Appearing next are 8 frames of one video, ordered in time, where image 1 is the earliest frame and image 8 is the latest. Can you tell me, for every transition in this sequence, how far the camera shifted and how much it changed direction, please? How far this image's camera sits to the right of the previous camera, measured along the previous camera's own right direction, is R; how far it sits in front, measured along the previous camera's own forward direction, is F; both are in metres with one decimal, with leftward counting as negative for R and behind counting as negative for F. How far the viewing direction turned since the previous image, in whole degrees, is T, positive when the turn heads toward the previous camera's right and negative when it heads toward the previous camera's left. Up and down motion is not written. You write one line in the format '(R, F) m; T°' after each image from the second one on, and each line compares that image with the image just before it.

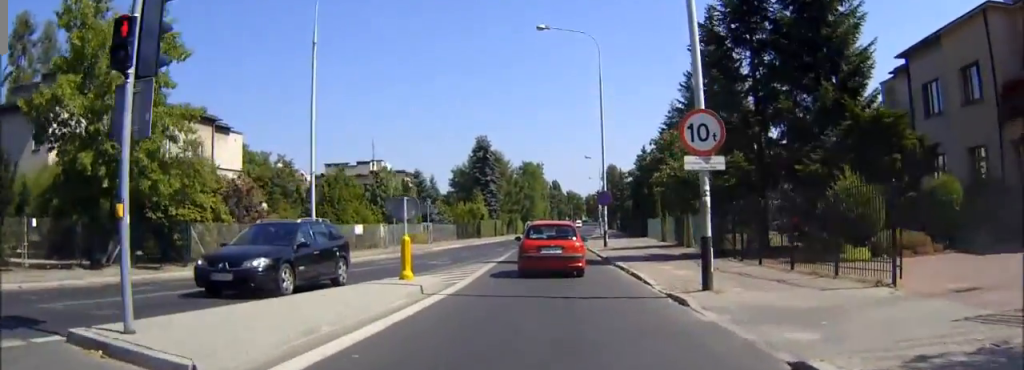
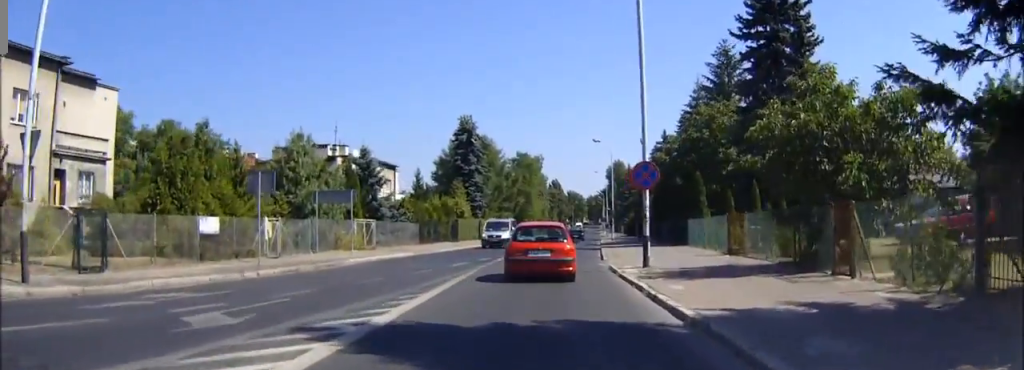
(-0.1, +18.8) m; 0°
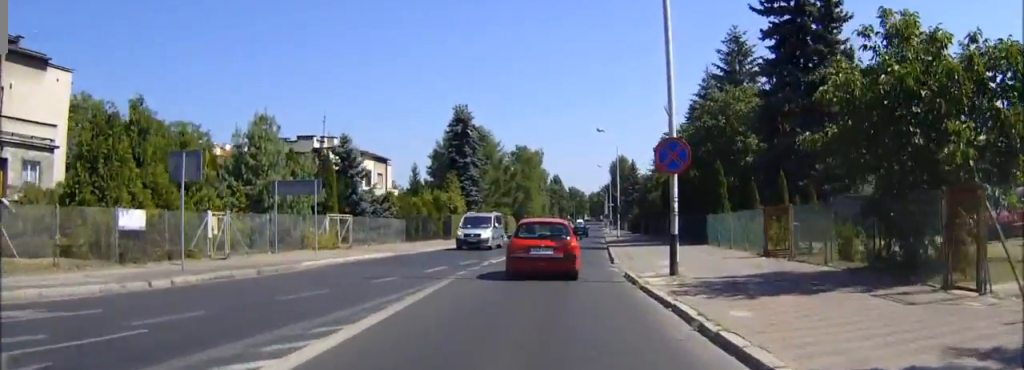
(0.0, +5.0) m; 0°
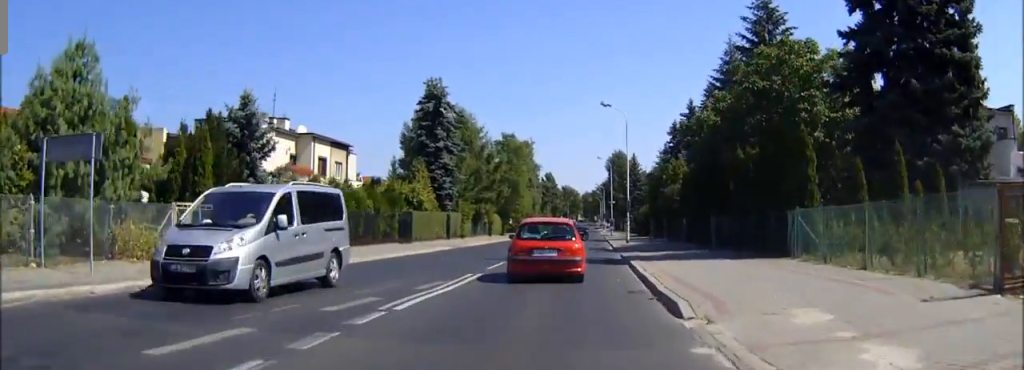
(+0.1, +13.9) m; +1°
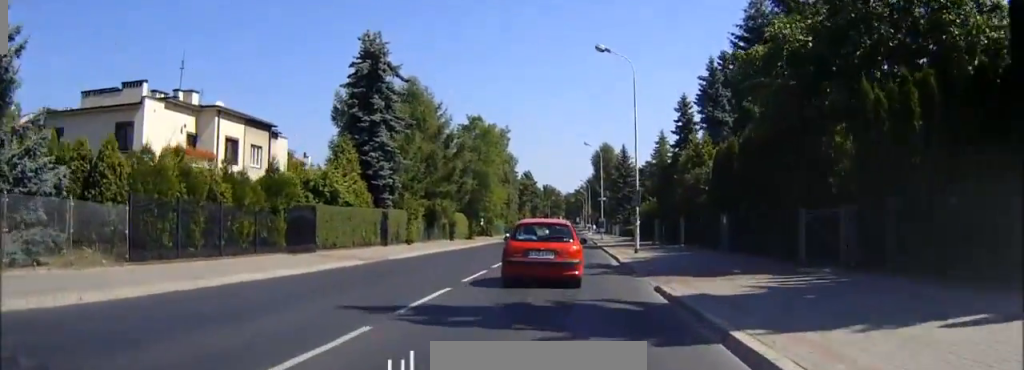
(+0.1, +16.0) m; +1°
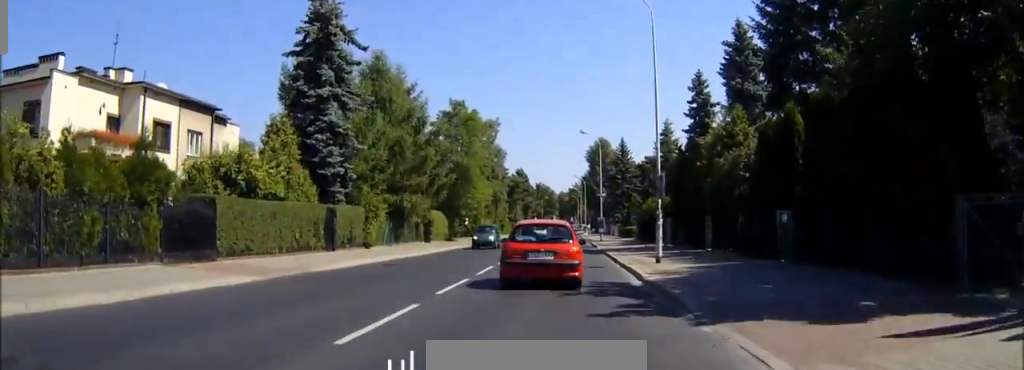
(0.0, +9.2) m; 0°
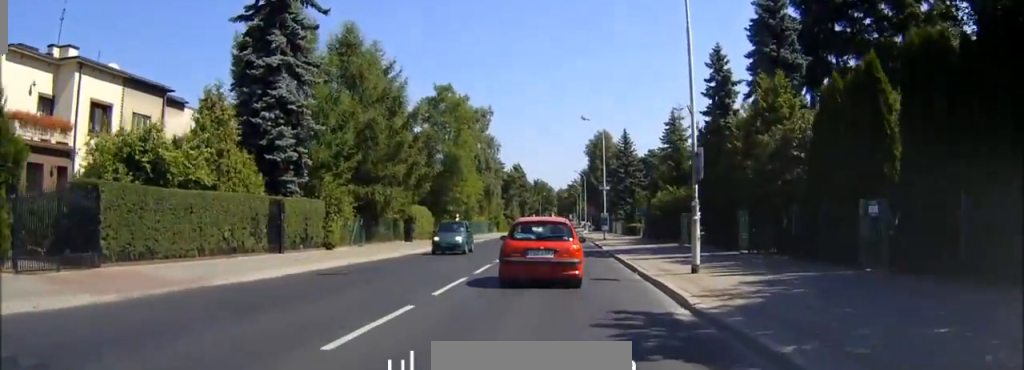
(0.0, +6.6) m; 0°
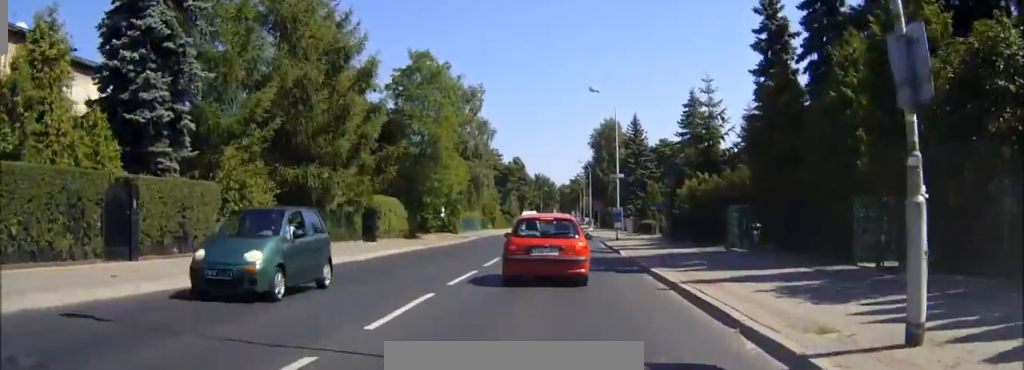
(0.0, +10.8) m; +1°
